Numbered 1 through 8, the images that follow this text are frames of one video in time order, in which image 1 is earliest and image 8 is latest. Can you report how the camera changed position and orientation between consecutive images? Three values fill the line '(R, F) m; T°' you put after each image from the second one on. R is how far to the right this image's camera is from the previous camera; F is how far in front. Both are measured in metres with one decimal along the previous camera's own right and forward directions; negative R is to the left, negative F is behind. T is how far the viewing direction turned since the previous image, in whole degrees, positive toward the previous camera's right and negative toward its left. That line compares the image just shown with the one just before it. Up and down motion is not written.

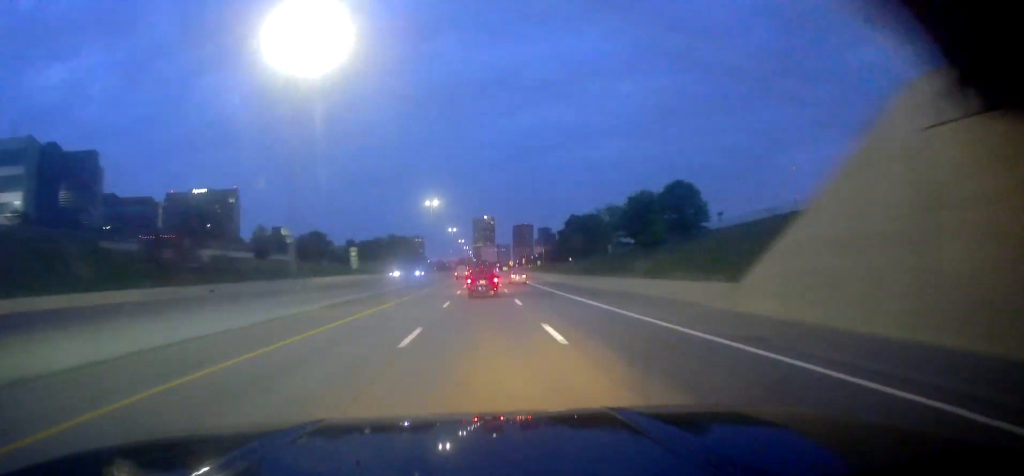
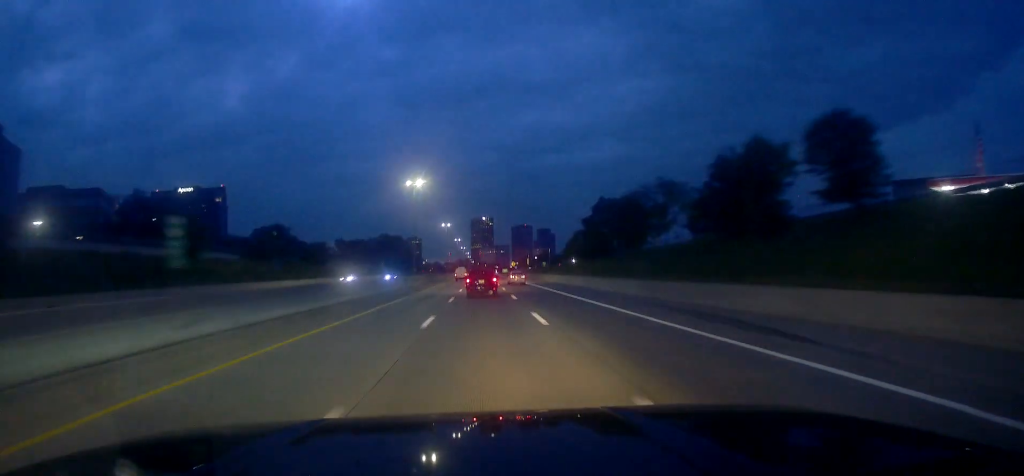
(+0.1, +25.4) m; 0°
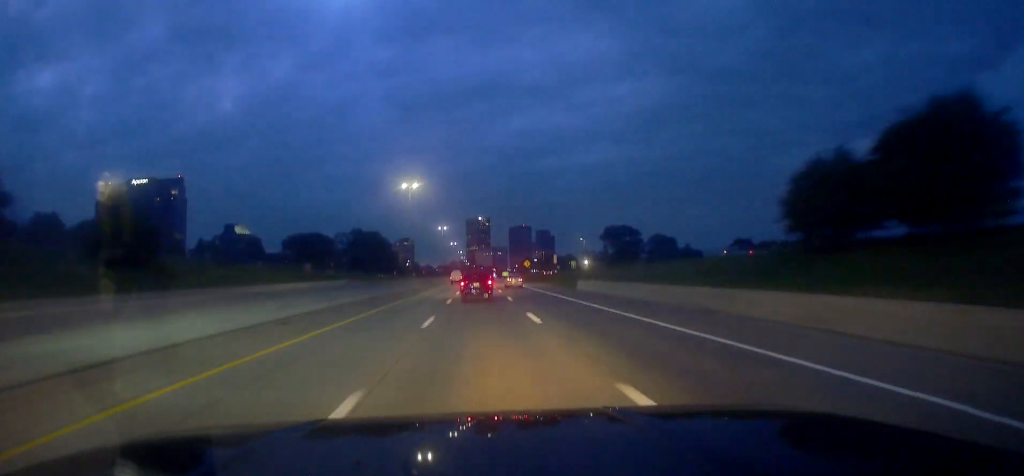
(-0.3, +74.0) m; 0°
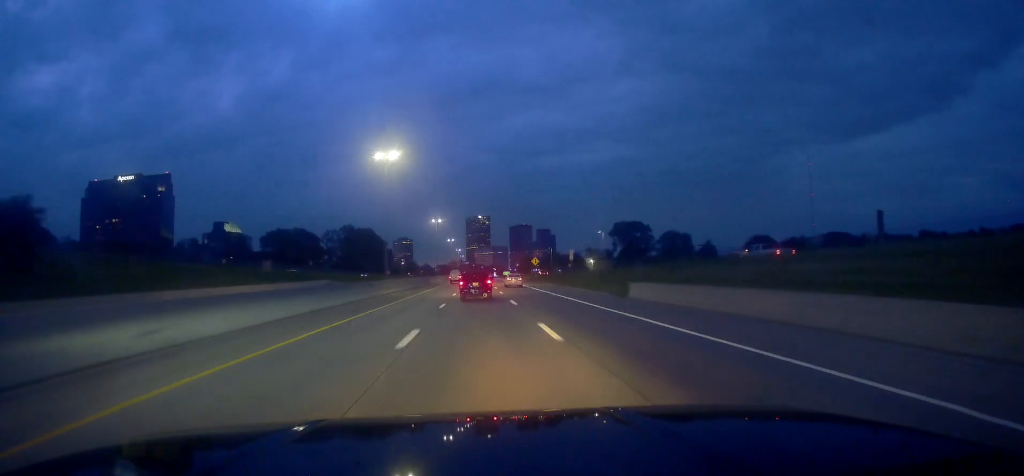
(-0.2, +20.3) m; +1°
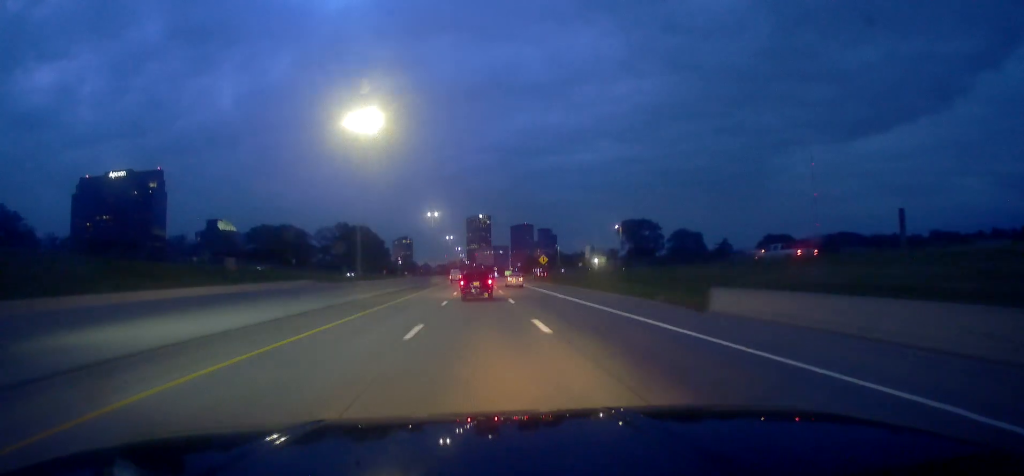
(+0.3, +13.6) m; 0°
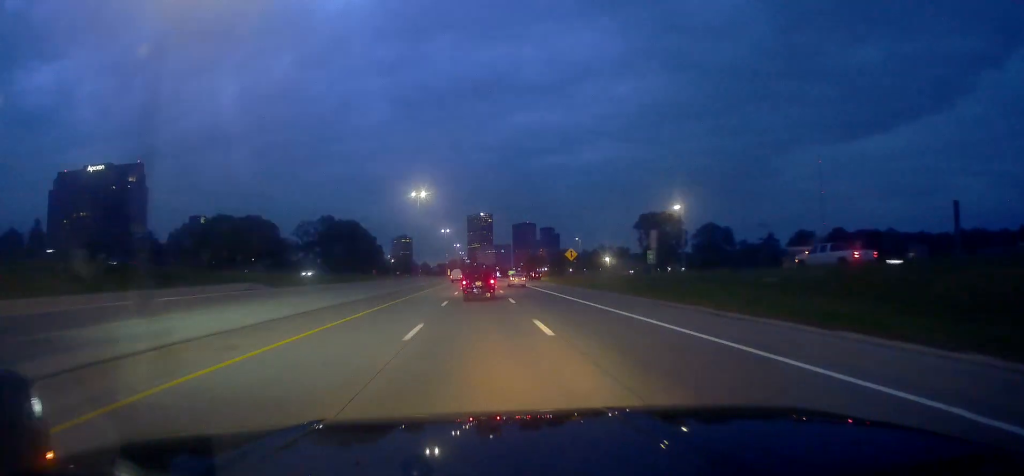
(+0.2, +30.4) m; 0°
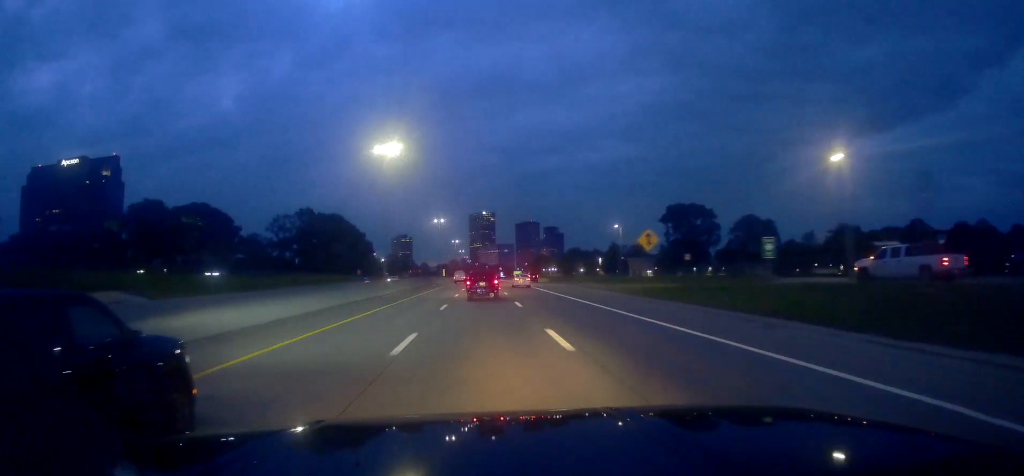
(-0.3, +33.6) m; -1°
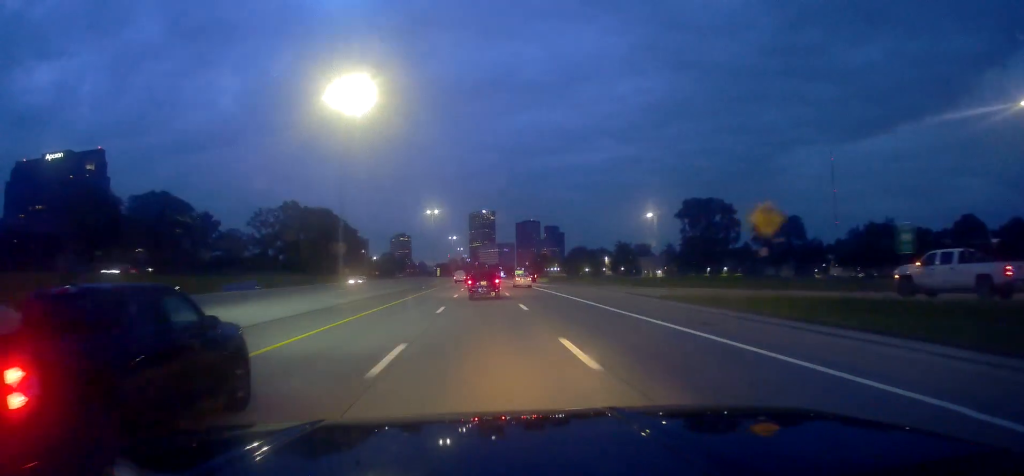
(+0.1, +17.9) m; 0°
